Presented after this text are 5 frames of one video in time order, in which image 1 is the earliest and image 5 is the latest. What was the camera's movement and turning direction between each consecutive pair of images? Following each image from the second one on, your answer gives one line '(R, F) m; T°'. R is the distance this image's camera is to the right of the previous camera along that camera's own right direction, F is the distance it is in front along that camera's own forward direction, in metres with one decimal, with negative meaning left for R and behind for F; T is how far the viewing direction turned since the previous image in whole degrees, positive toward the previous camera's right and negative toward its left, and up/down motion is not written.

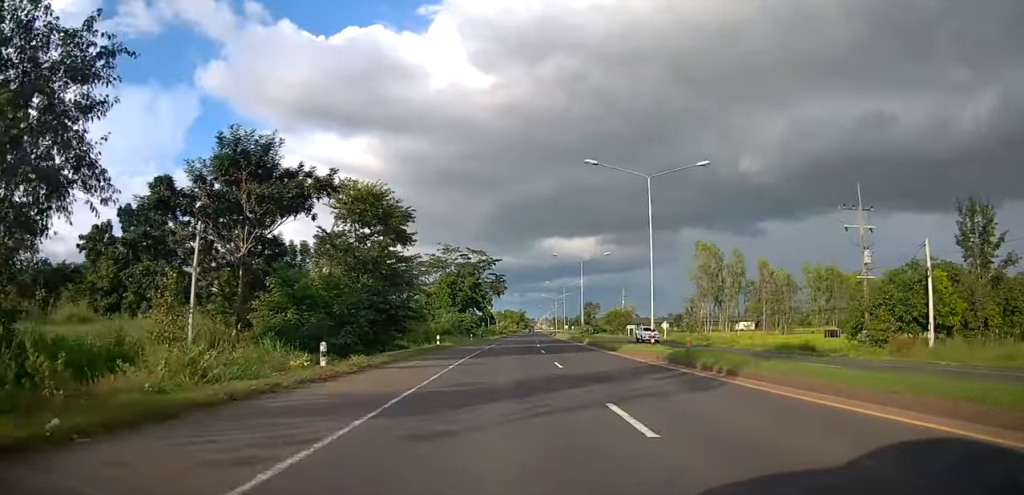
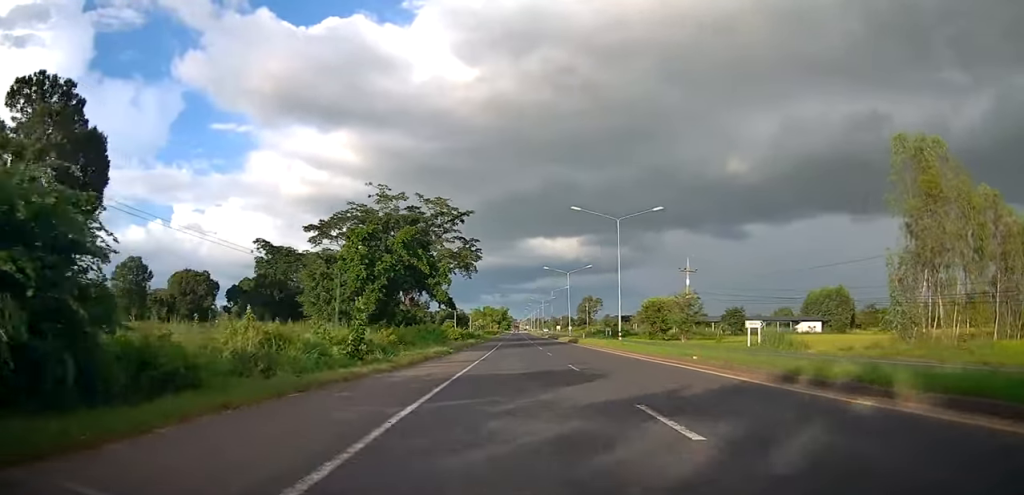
(+1.0, +60.4) m; +1°
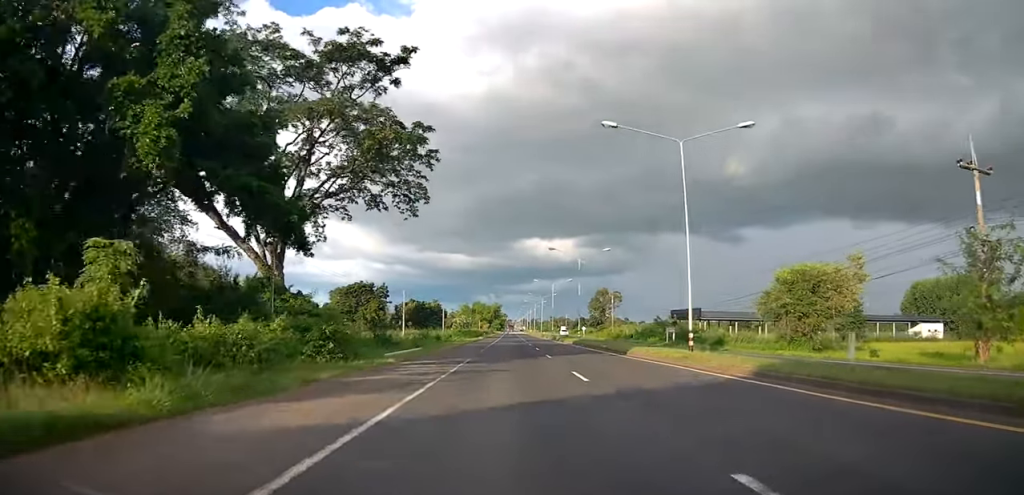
(+1.1, +52.0) m; +3°
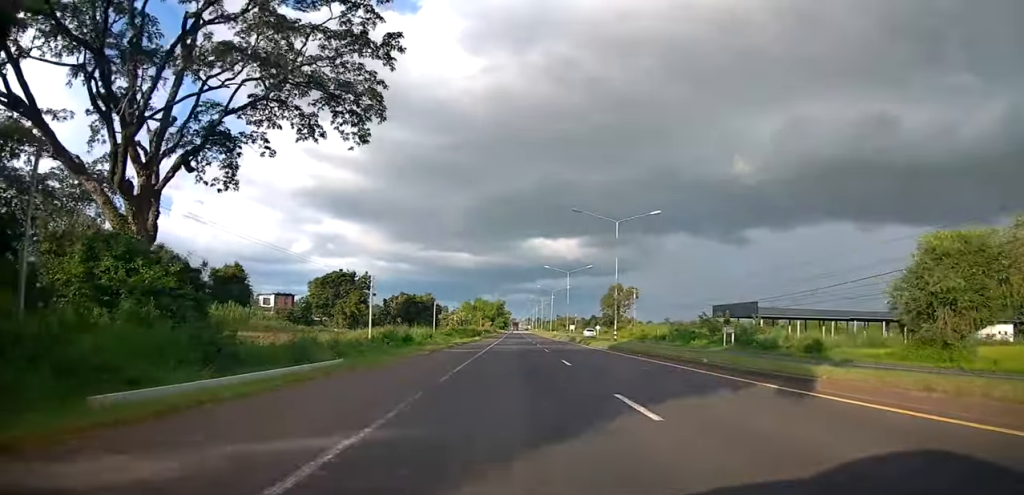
(-0.1, +18.2) m; -2°
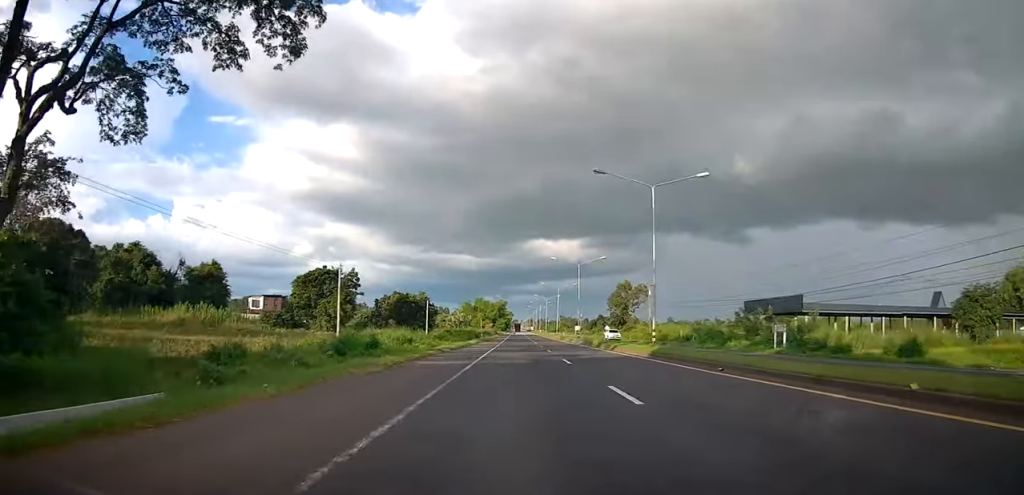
(-0.6, +10.1) m; -1°
